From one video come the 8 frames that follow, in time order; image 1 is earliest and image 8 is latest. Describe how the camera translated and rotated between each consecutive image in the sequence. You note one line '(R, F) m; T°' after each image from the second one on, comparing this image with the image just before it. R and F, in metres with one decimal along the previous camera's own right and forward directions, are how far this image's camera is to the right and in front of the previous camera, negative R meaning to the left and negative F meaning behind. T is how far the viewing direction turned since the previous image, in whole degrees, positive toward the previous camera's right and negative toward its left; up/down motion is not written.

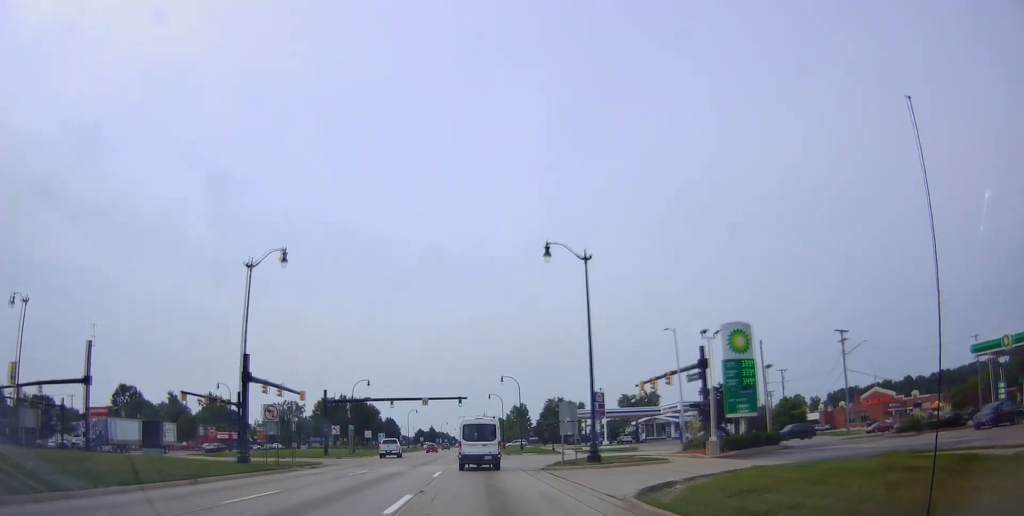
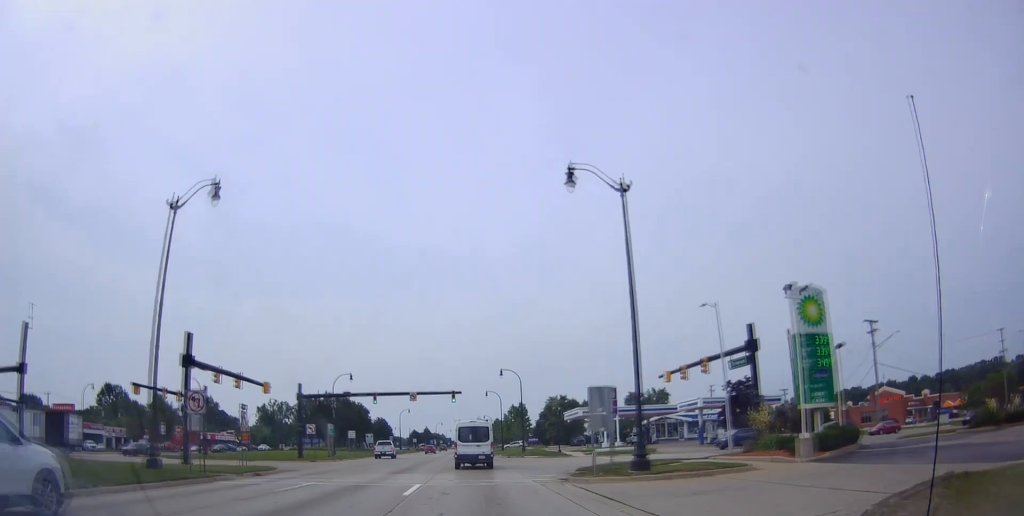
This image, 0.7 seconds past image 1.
(0.0, +8.4) m; 0°
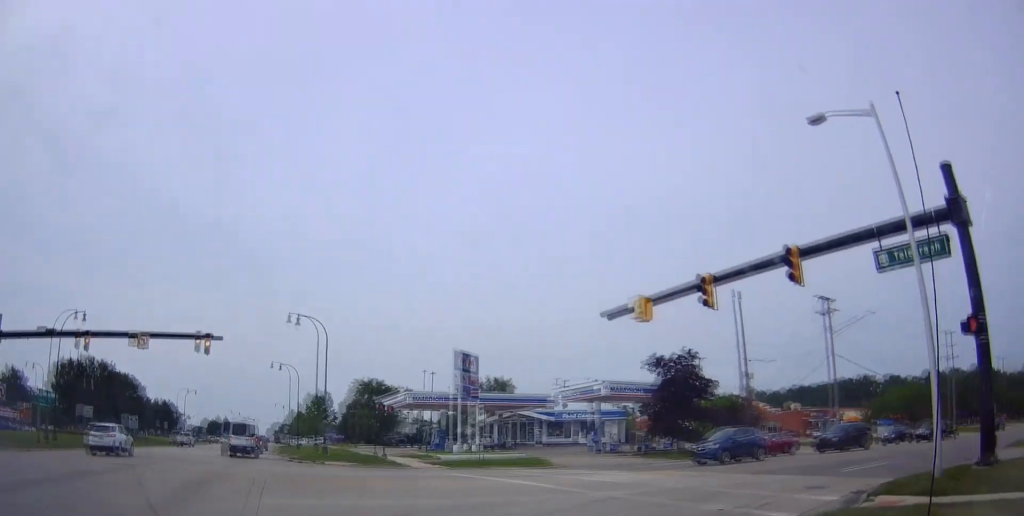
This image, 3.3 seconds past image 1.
(+0.1, +28.0) m; +6°
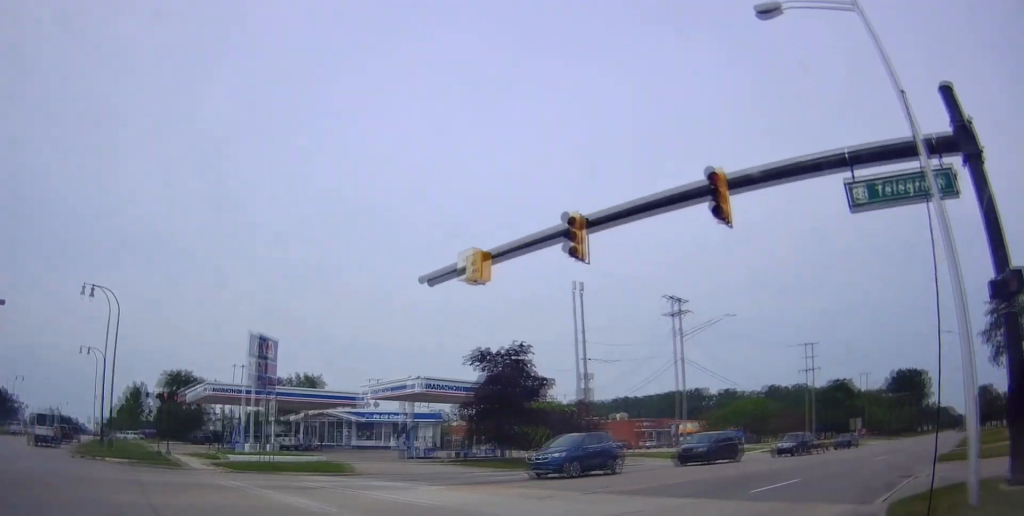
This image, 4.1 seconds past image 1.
(+0.6, +7.0) m; +11°
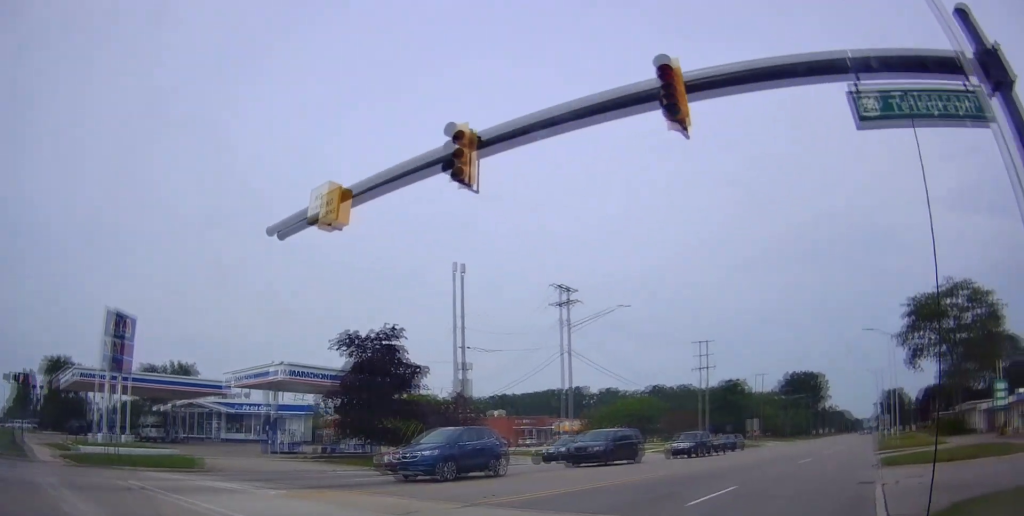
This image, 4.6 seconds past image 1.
(+0.1, +4.4) m; +9°
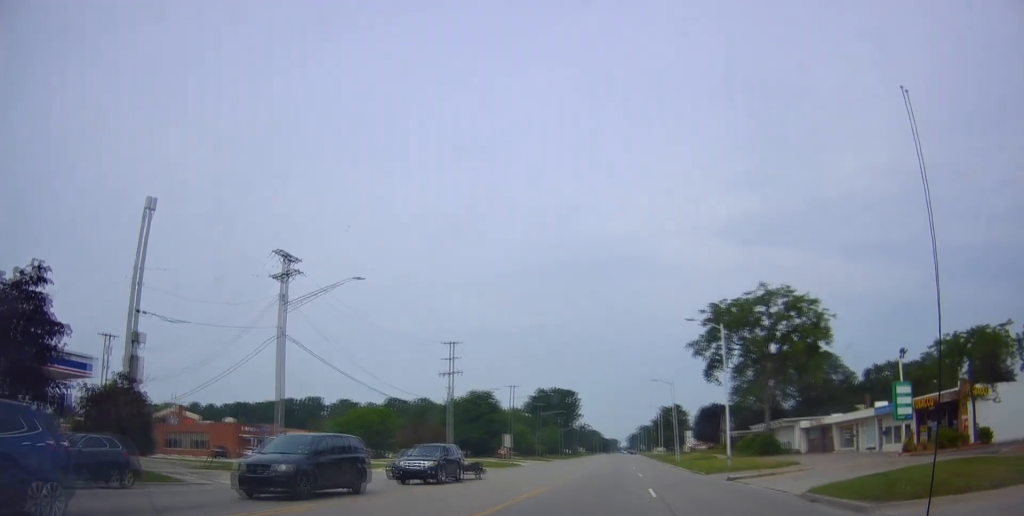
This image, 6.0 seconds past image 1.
(+3.5, +10.5) m; +36°
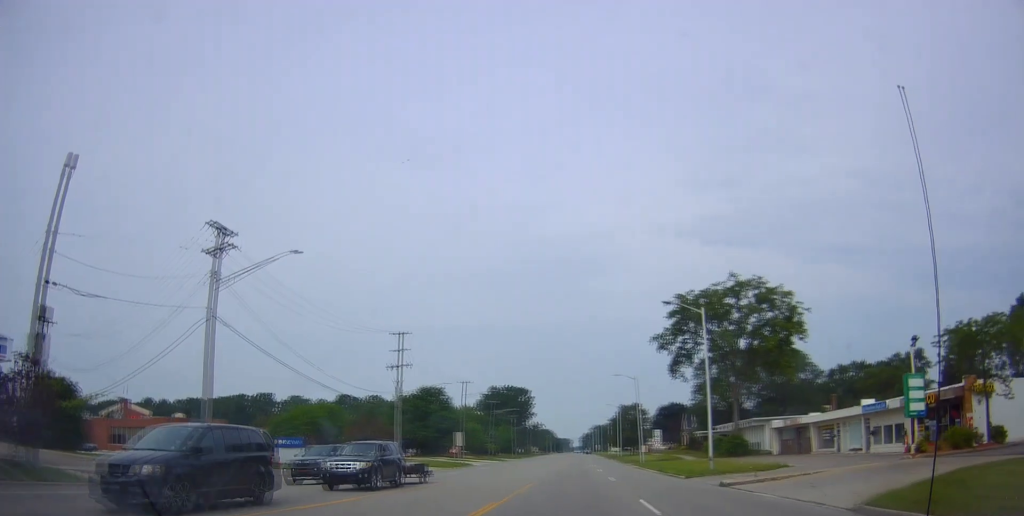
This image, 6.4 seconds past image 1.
(+0.3, +3.6) m; +11°
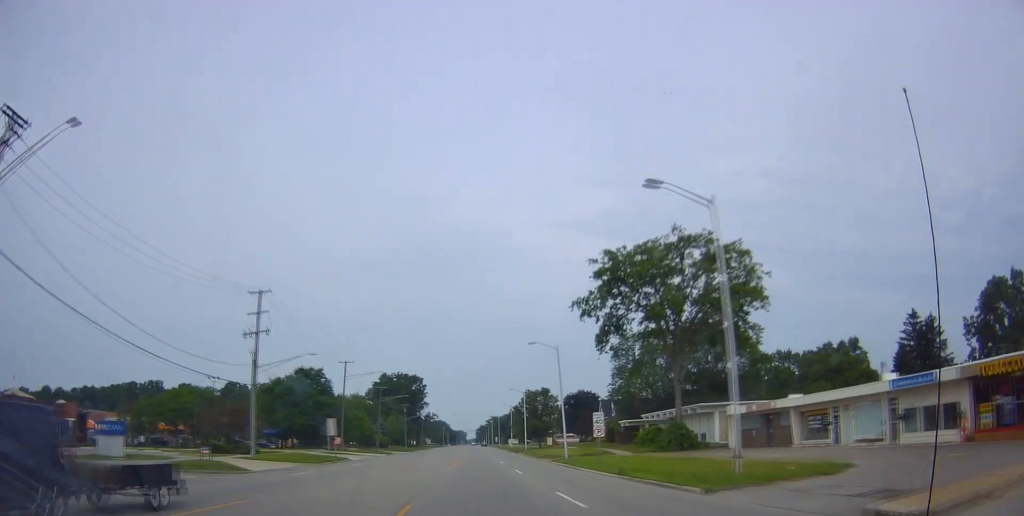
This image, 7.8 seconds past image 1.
(+2.3, +13.3) m; +13°
